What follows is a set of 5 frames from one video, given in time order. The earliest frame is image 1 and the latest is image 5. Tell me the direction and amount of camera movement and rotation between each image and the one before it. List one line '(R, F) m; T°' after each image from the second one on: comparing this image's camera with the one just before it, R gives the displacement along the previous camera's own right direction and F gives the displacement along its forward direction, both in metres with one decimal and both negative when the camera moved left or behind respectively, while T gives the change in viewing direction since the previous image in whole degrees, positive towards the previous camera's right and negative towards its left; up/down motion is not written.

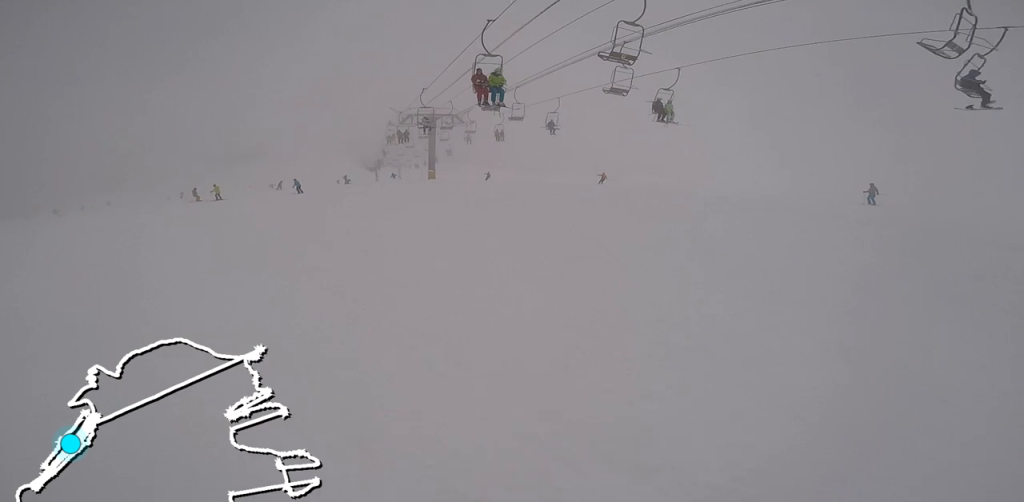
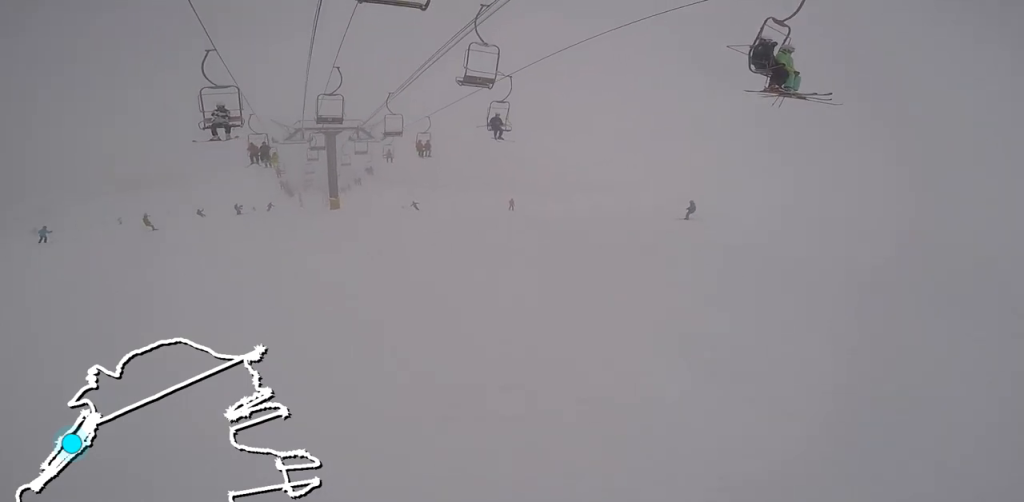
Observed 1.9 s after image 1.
(+0.9, +10.3) m; -1°
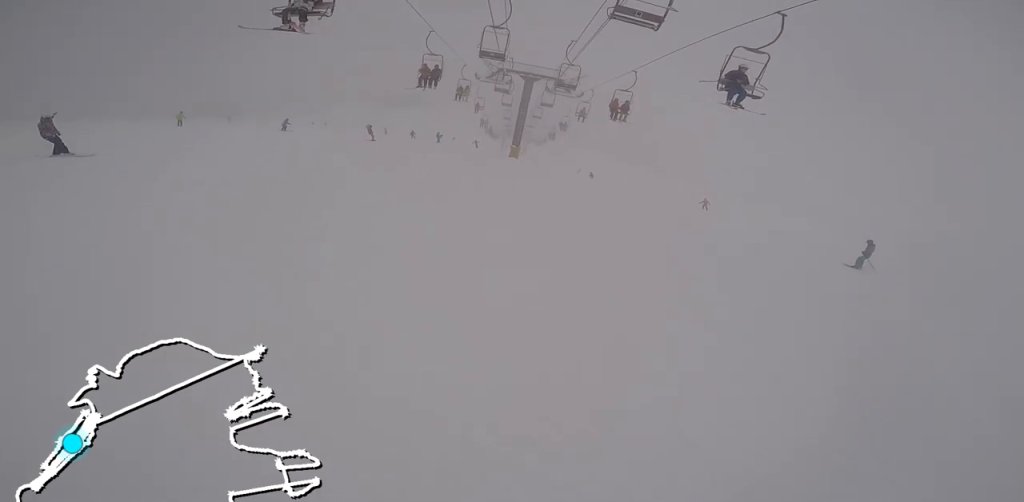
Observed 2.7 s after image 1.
(-1.1, +4.6) m; -34°
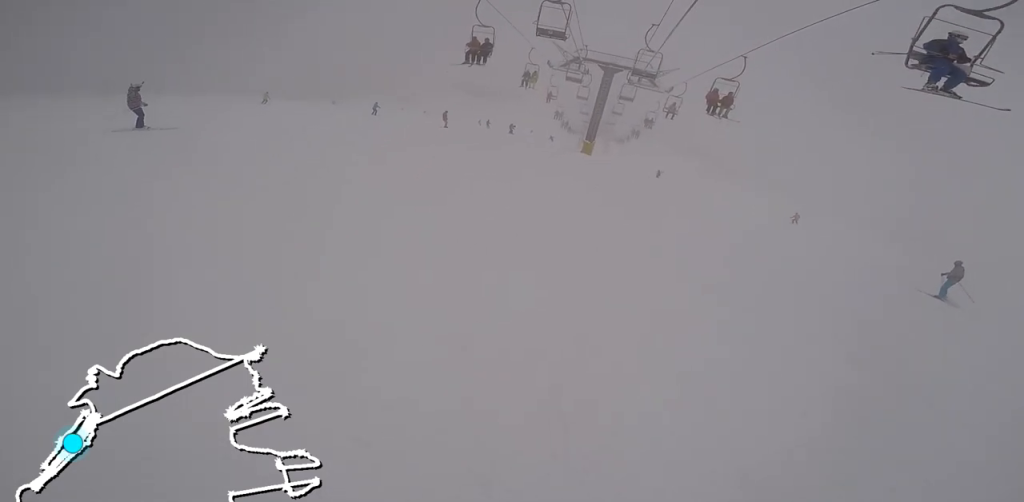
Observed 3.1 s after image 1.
(-0.4, +2.3) m; -16°
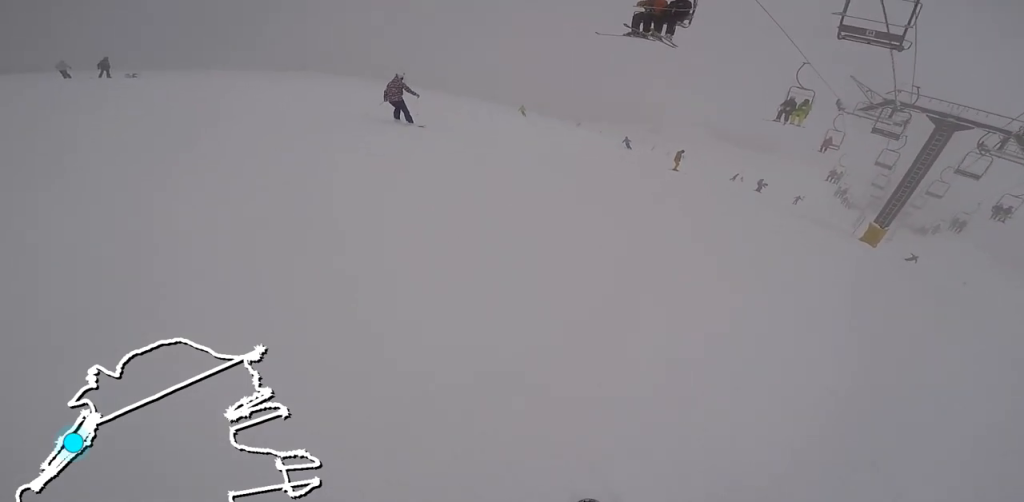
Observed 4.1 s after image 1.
(-2.2, +5.6) m; -19°
